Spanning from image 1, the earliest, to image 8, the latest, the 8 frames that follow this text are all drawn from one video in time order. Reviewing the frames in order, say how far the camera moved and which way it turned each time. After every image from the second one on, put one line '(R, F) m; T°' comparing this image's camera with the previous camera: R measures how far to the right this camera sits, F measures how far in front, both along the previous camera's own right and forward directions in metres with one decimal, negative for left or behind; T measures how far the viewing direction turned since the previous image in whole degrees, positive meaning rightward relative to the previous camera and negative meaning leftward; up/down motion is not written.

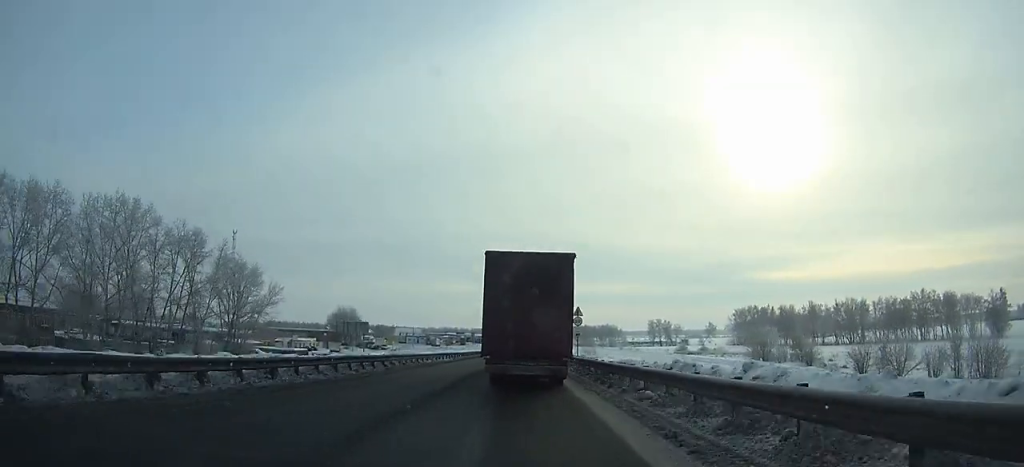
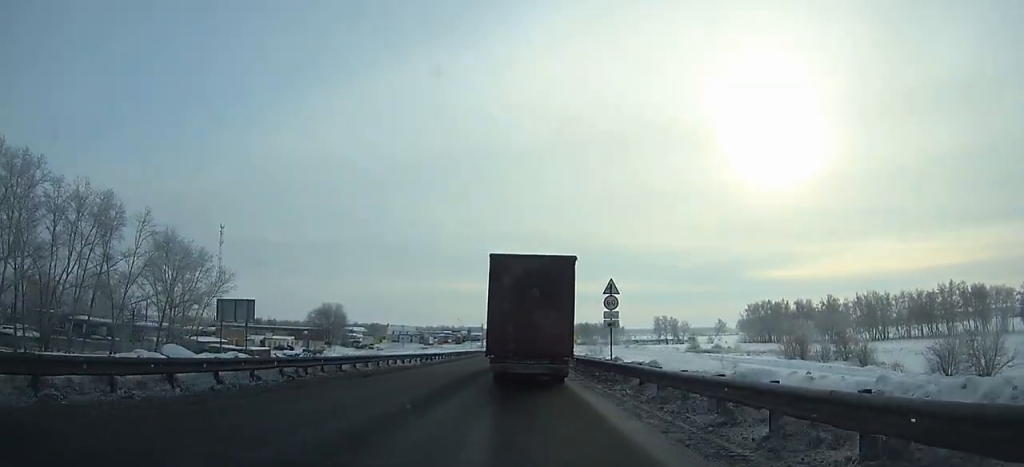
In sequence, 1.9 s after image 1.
(0.0, +16.6) m; 0°
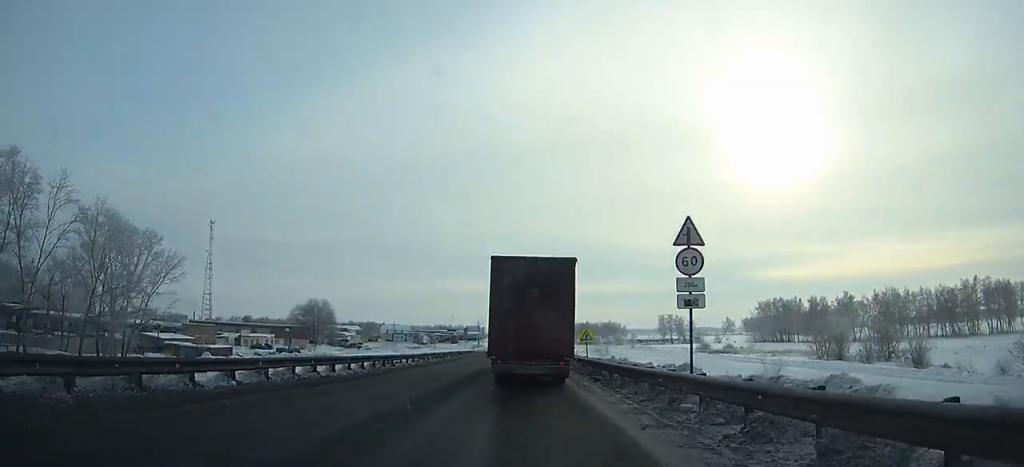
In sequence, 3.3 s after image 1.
(0.0, +12.3) m; 0°
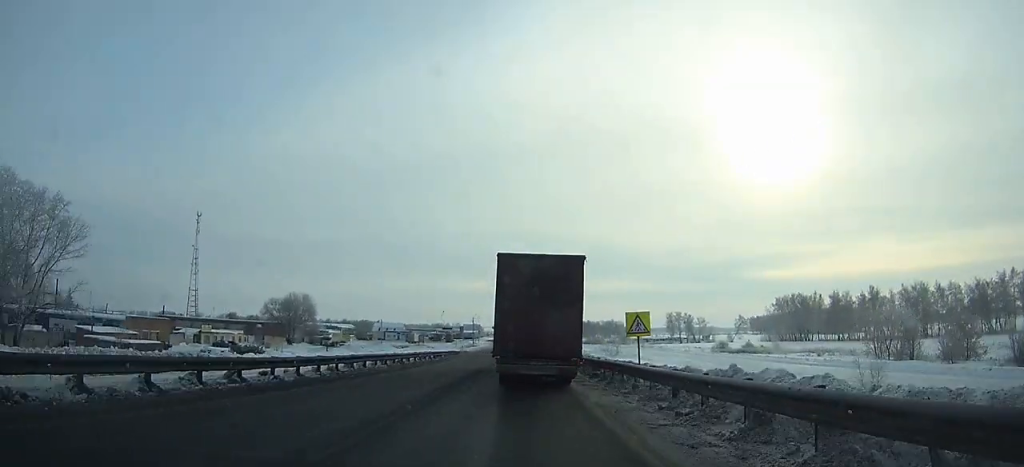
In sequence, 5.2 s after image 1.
(0.0, +16.5) m; 0°
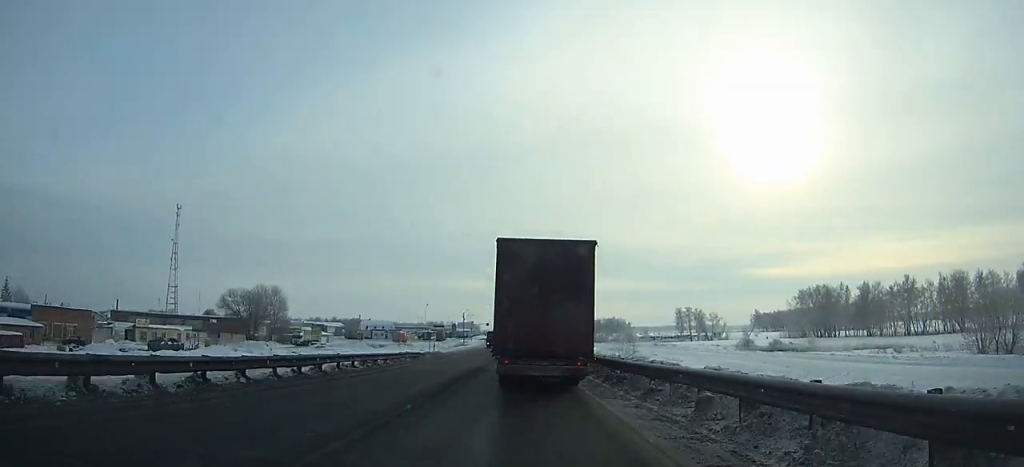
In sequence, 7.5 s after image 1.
(0.0, +19.6) m; 0°
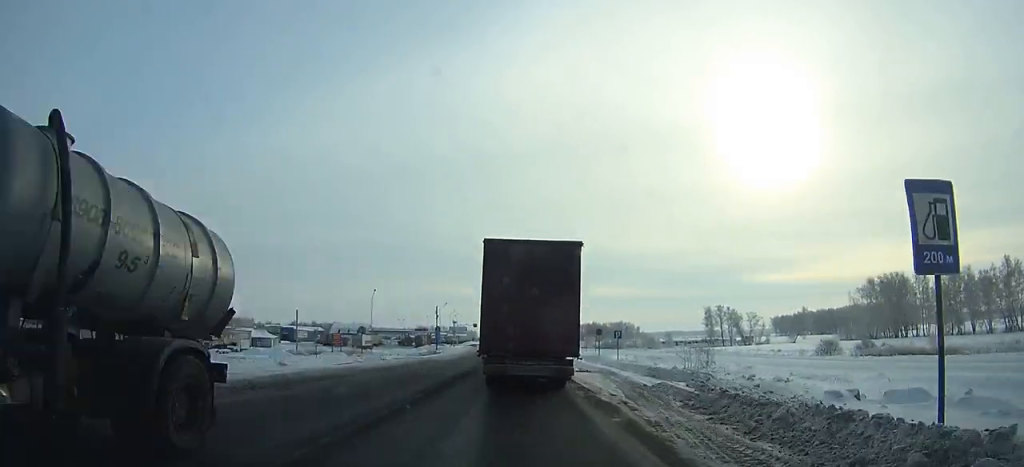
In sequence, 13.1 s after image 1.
(+0.2, +46.2) m; 0°
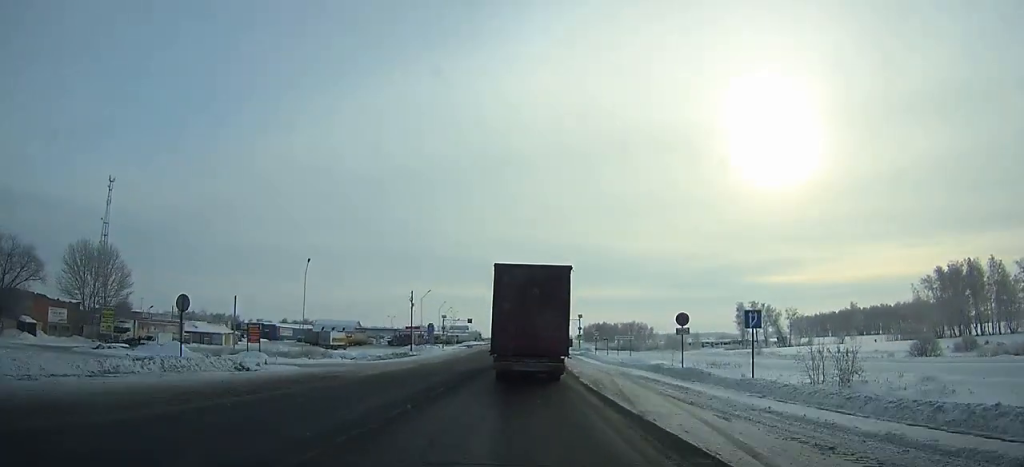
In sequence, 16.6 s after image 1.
(-0.3, +31.3) m; 0°
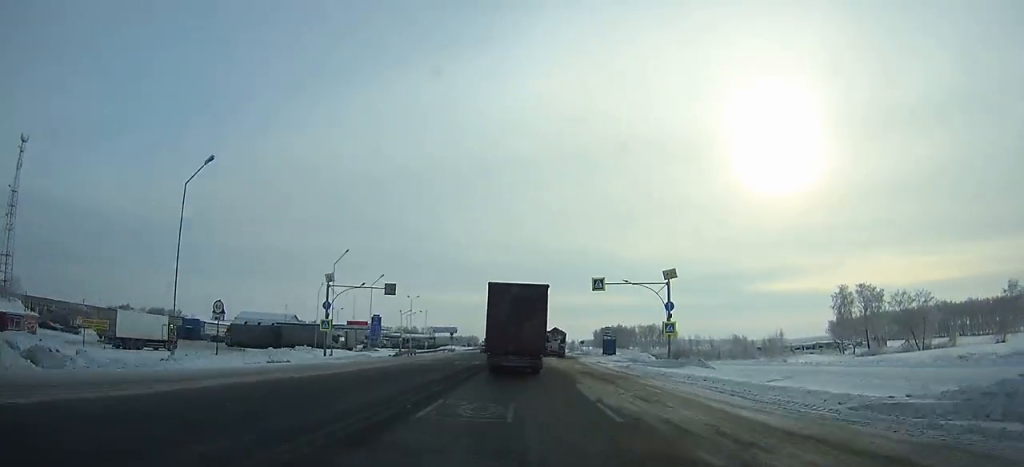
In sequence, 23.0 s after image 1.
(+0.3, +70.0) m; 0°
